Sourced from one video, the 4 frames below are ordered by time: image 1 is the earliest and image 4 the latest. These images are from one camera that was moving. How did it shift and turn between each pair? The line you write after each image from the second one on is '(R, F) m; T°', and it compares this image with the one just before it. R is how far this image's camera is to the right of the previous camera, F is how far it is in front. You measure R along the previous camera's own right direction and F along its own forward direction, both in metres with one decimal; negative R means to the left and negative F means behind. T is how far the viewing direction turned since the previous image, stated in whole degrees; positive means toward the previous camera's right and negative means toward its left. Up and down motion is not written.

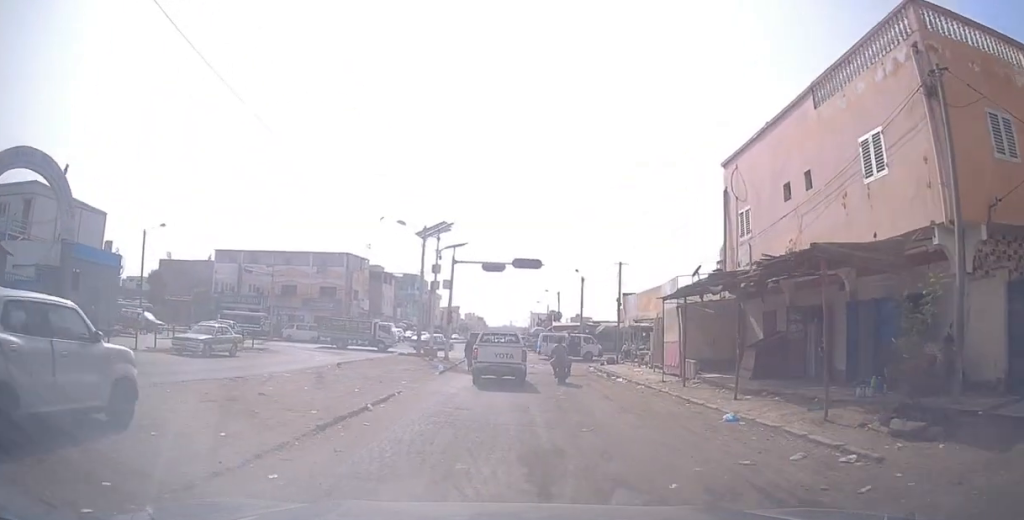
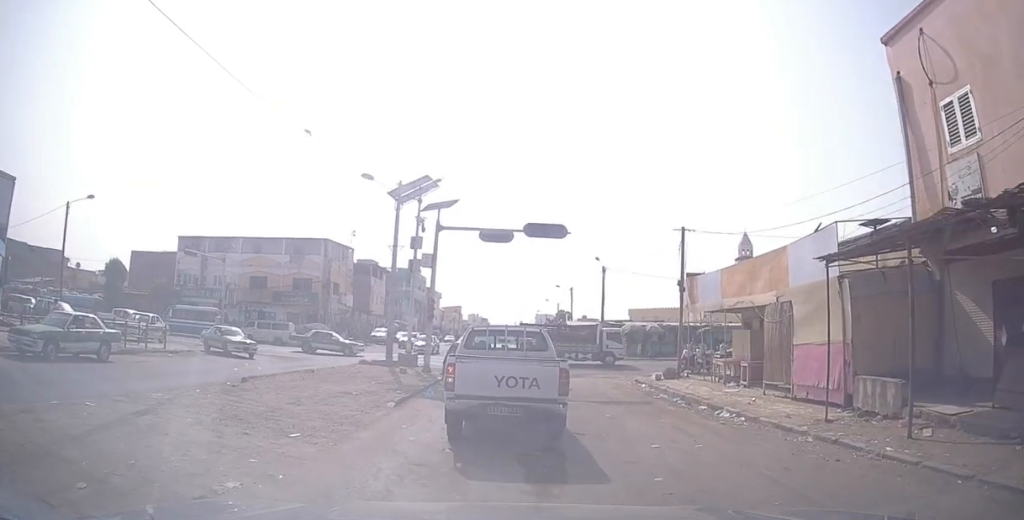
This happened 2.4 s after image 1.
(-0.4, +11.2) m; -3°
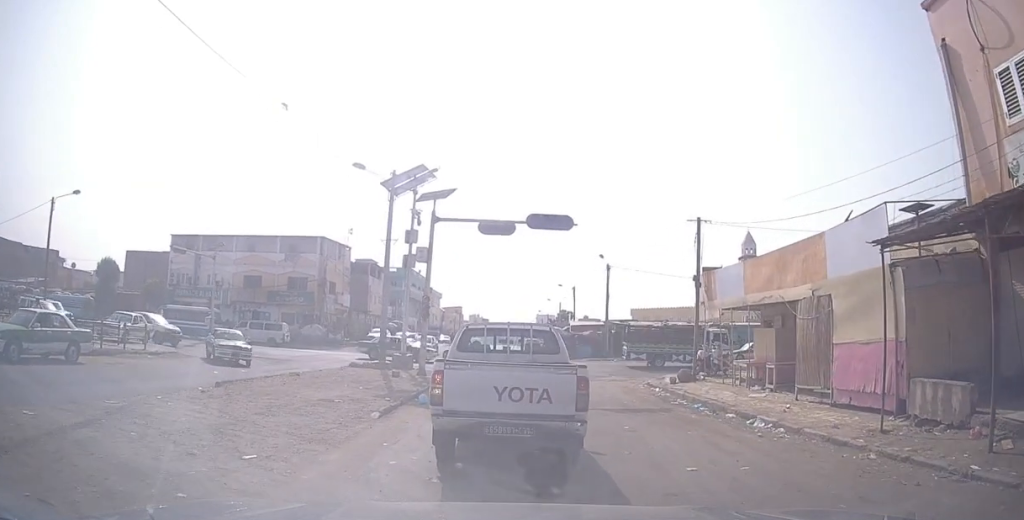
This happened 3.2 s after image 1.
(0.0, +1.6) m; +3°
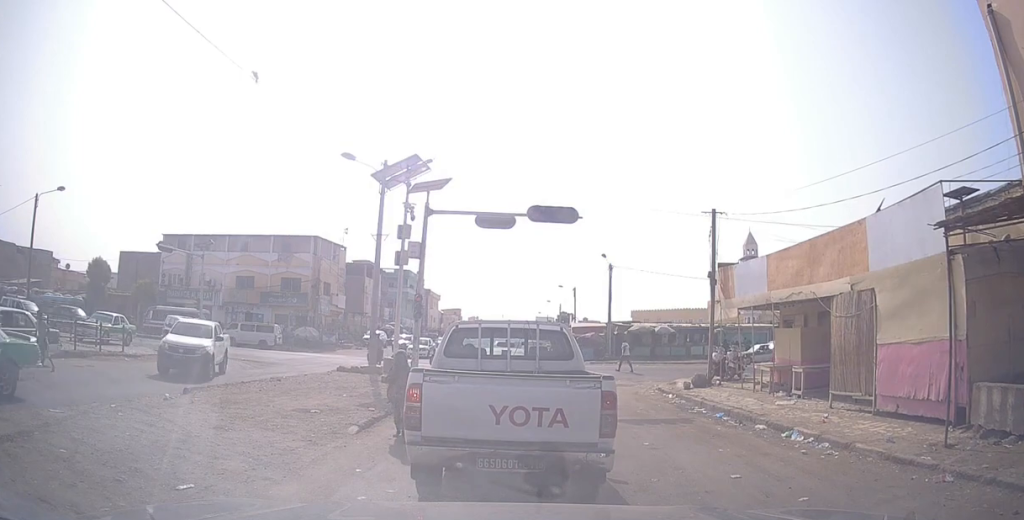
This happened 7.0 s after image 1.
(+0.9, +1.8) m; 0°
